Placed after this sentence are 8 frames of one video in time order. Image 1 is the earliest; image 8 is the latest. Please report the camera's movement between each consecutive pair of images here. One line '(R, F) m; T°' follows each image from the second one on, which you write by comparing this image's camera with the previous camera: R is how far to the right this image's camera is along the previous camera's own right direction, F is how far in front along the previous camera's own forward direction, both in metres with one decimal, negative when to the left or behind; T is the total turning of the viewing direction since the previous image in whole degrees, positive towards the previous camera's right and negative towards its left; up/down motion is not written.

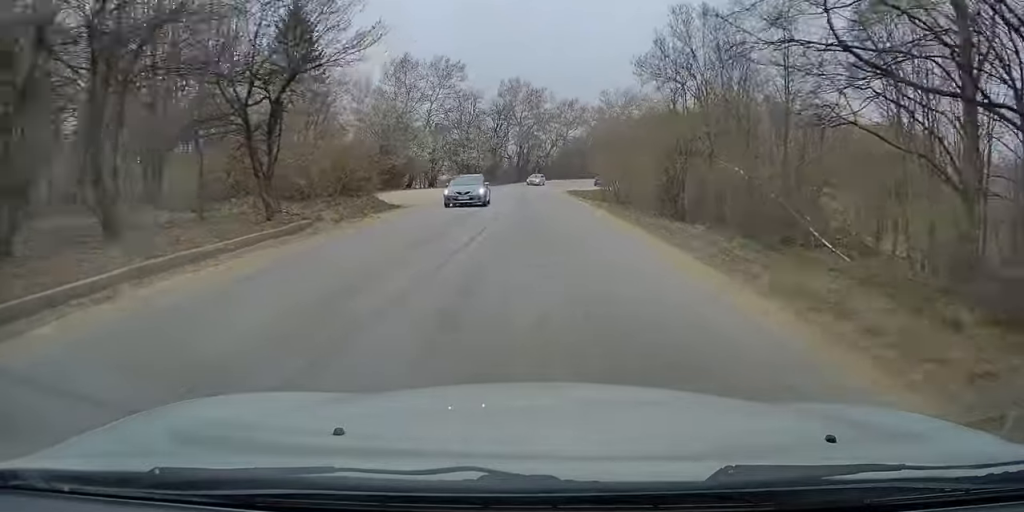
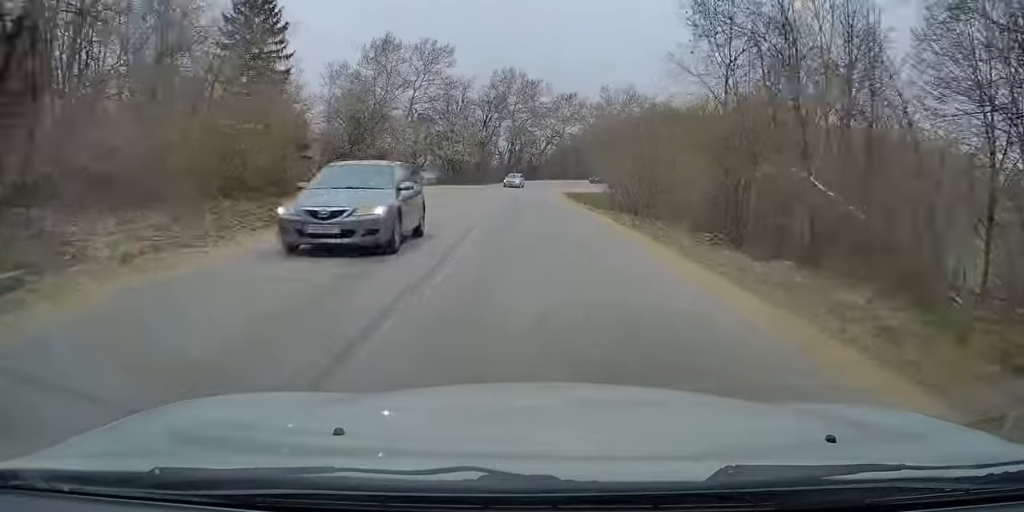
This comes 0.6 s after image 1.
(+0.2, +9.4) m; +1°
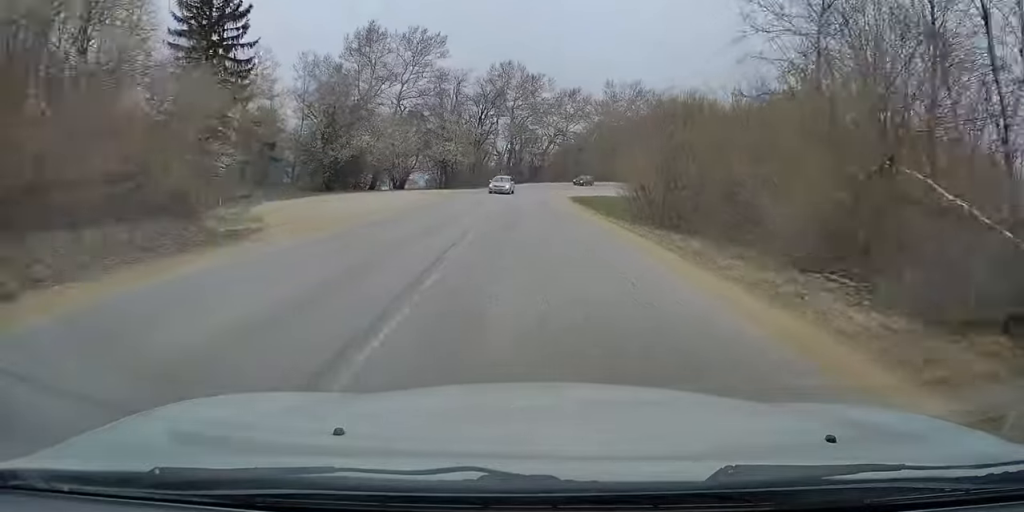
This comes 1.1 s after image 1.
(-0.1, +7.7) m; -1°
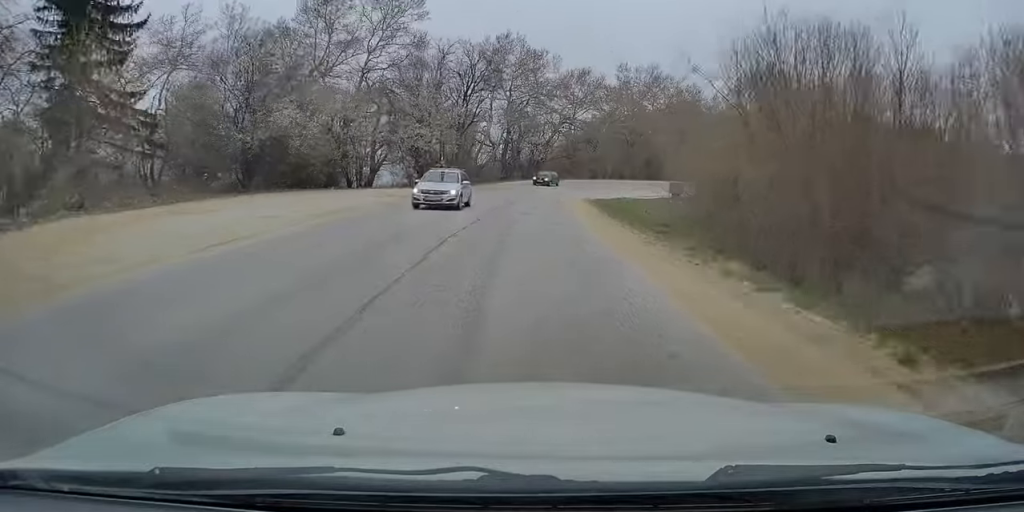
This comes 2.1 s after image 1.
(-0.2, +15.5) m; -1°
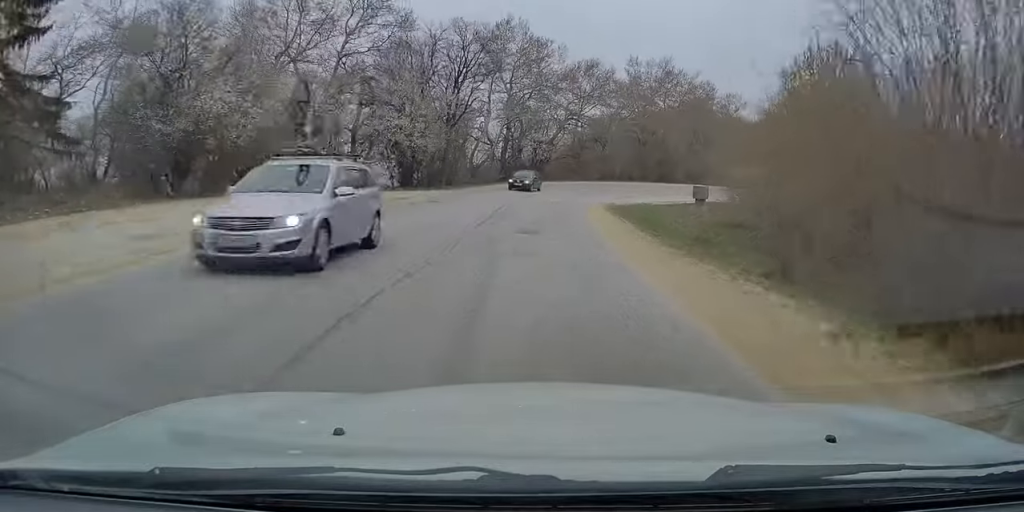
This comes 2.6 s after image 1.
(-0.1, +7.8) m; 0°
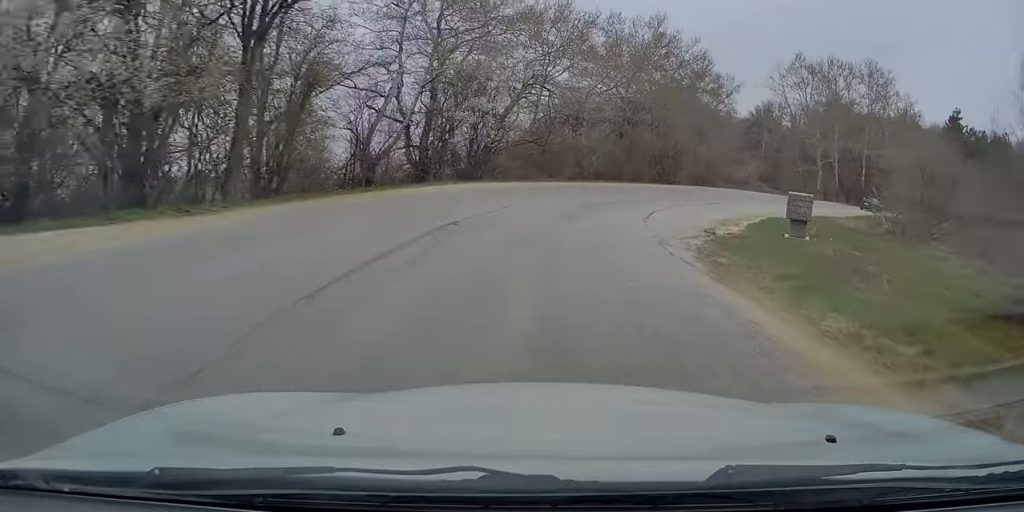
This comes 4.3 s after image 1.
(+1.1, +26.7) m; +7°
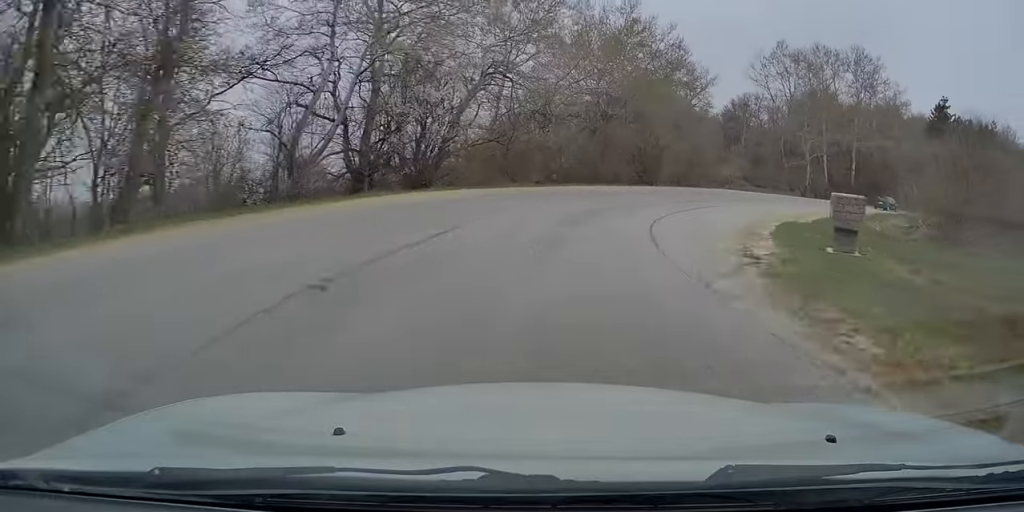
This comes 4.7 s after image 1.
(-0.1, +7.1) m; +3°
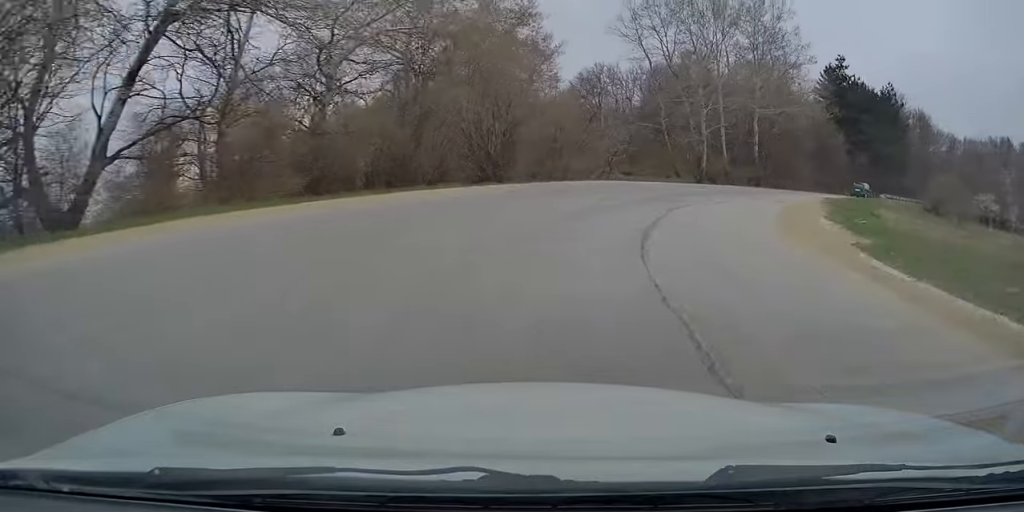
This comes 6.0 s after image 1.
(+2.5, +22.0) m; +14°
